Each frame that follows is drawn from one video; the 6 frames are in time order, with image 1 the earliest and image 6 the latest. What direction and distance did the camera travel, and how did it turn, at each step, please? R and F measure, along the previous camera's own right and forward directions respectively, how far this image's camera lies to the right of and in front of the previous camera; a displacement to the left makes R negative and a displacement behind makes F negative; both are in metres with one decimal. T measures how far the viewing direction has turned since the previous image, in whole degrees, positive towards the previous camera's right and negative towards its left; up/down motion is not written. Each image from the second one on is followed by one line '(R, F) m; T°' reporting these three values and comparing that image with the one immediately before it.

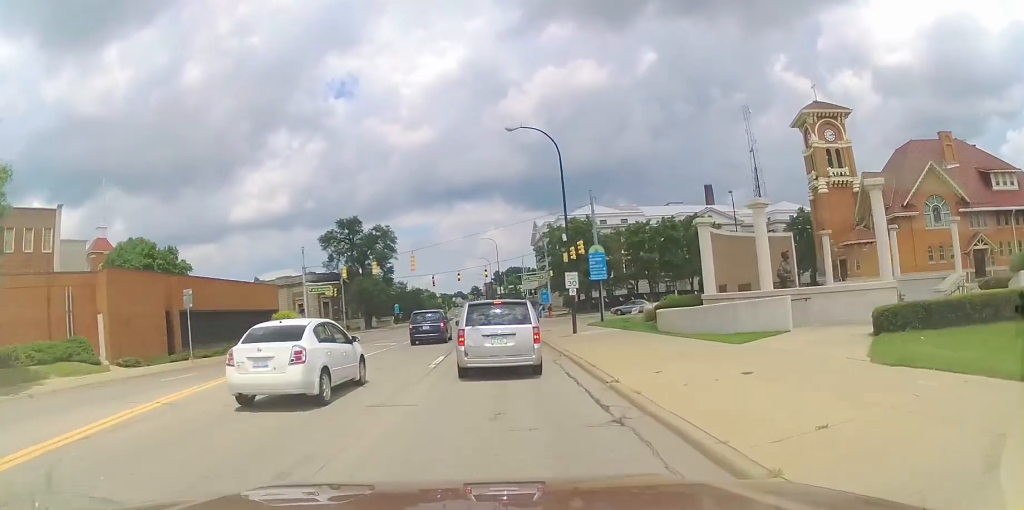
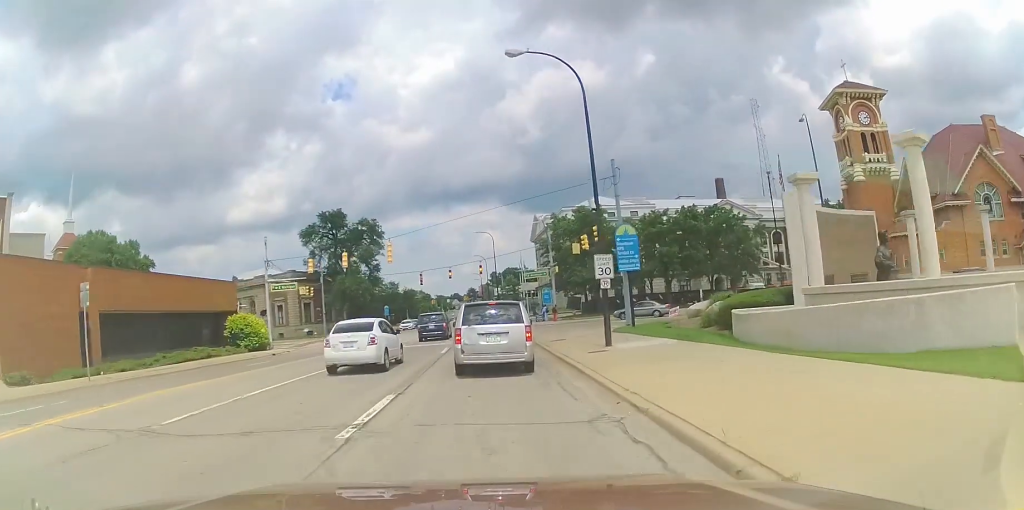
(-0.2, +7.9) m; -1°
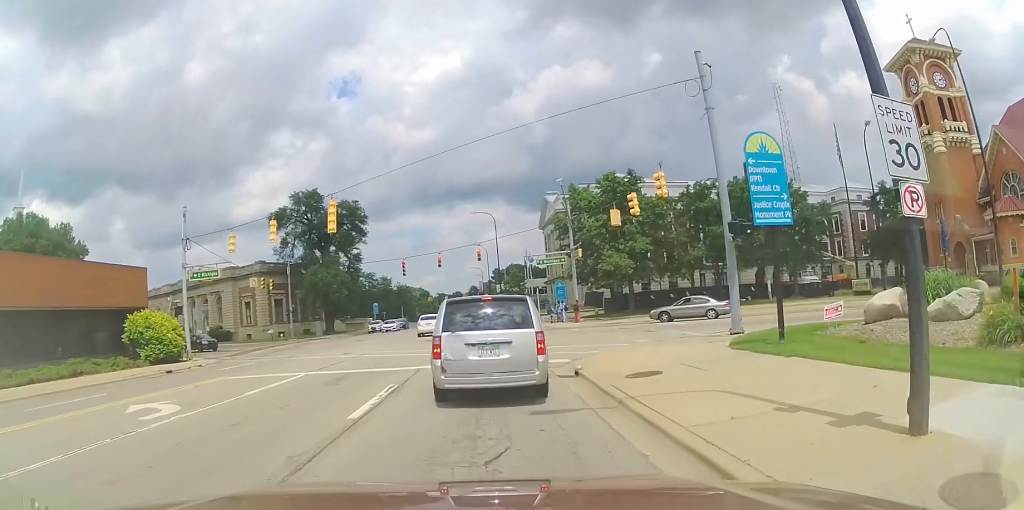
(+0.6, +11.3) m; +8°
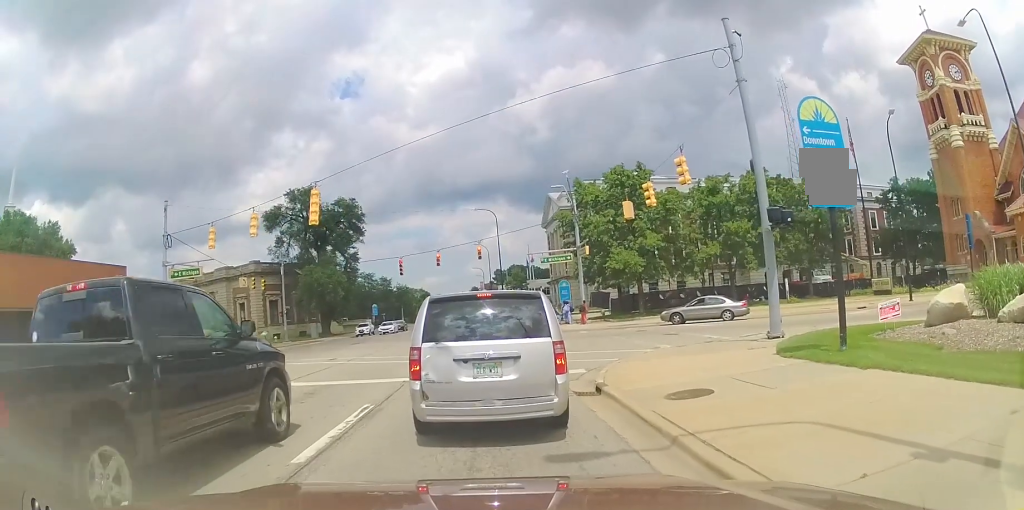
(+0.2, +0.6) m; 0°
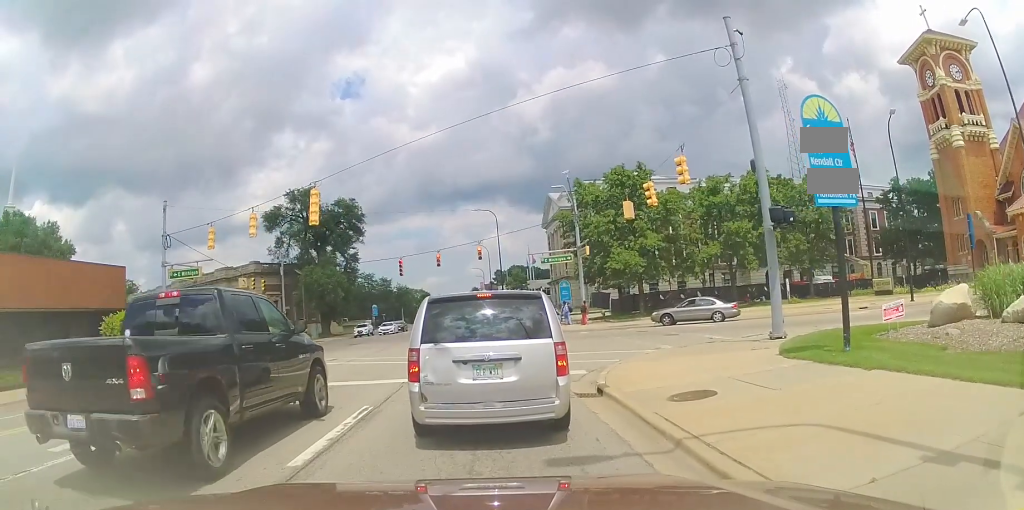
(0.0, 0.0) m; 0°
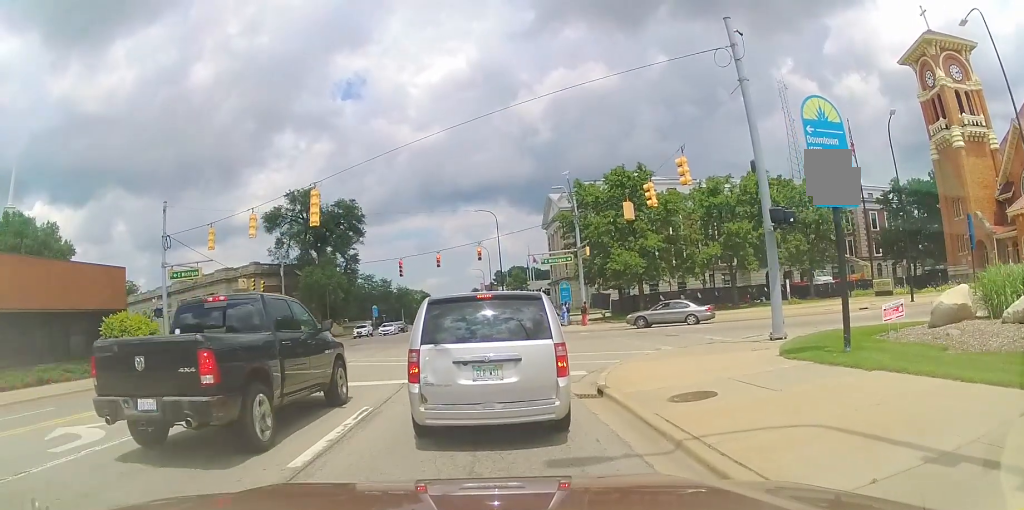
(0.0, 0.0) m; 0°
